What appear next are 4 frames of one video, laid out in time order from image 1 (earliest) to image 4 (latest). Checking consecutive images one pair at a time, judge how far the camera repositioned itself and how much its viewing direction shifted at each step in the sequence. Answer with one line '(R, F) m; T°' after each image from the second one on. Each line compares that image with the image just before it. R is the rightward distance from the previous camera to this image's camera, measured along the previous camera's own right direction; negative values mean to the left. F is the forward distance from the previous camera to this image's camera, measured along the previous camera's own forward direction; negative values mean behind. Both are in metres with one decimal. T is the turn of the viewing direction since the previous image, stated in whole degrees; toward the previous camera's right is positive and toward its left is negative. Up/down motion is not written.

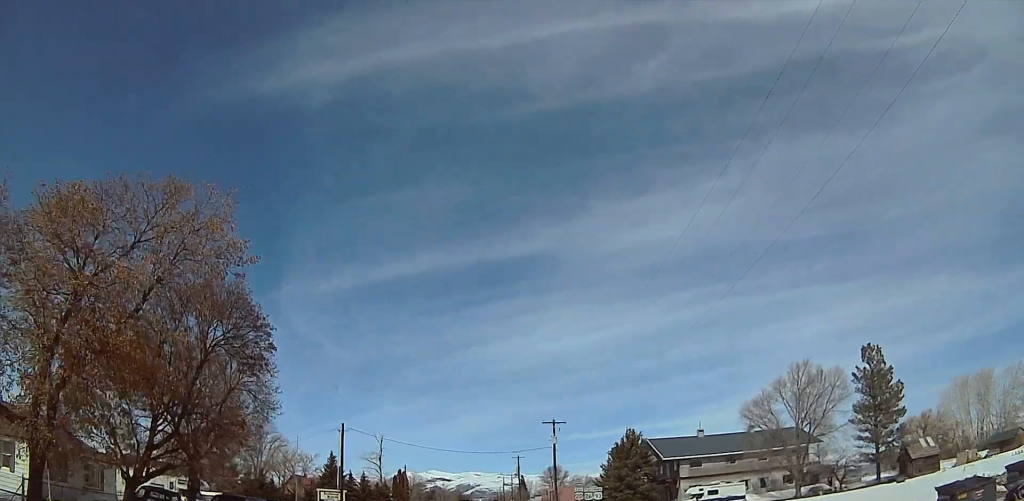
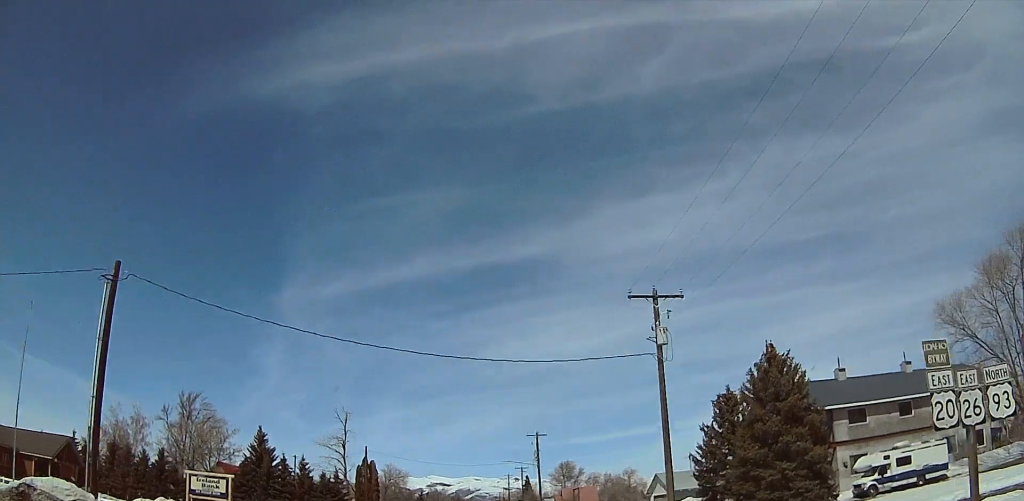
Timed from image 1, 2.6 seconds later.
(0.0, +38.7) m; 0°
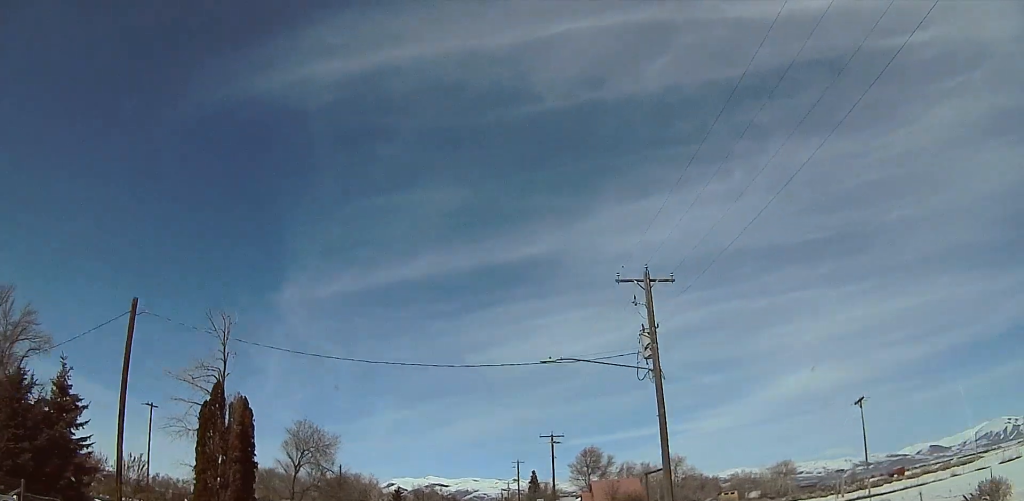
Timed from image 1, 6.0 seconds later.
(-0.1, +51.8) m; -3°
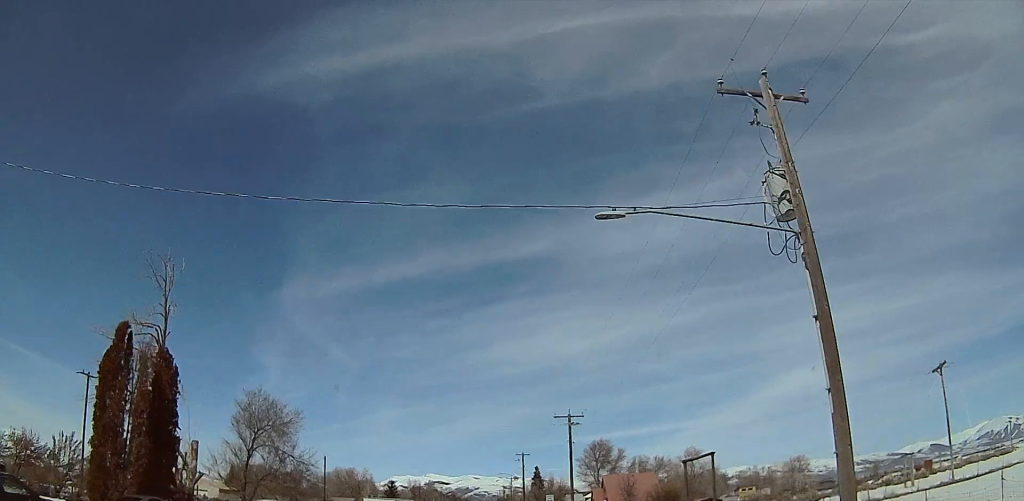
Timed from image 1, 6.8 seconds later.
(-0.5, +12.1) m; -1°
